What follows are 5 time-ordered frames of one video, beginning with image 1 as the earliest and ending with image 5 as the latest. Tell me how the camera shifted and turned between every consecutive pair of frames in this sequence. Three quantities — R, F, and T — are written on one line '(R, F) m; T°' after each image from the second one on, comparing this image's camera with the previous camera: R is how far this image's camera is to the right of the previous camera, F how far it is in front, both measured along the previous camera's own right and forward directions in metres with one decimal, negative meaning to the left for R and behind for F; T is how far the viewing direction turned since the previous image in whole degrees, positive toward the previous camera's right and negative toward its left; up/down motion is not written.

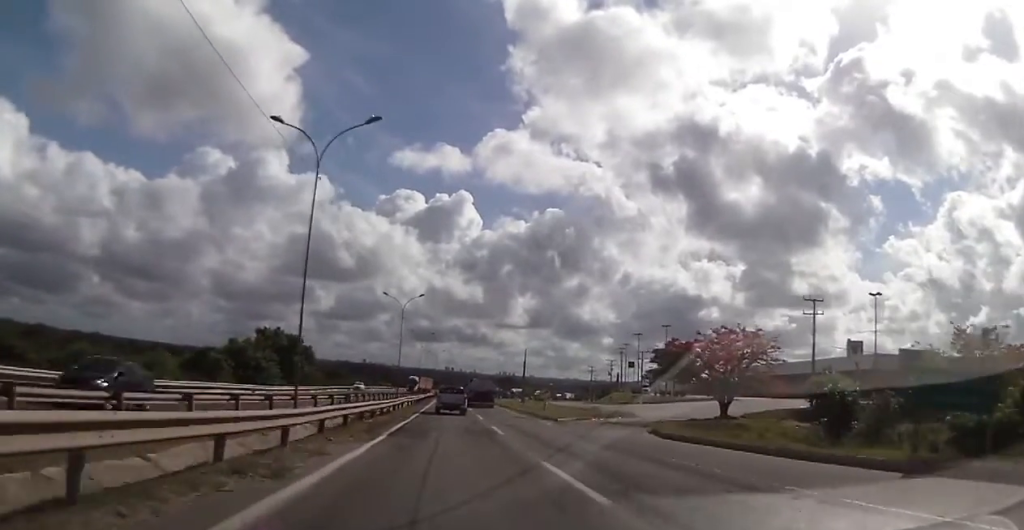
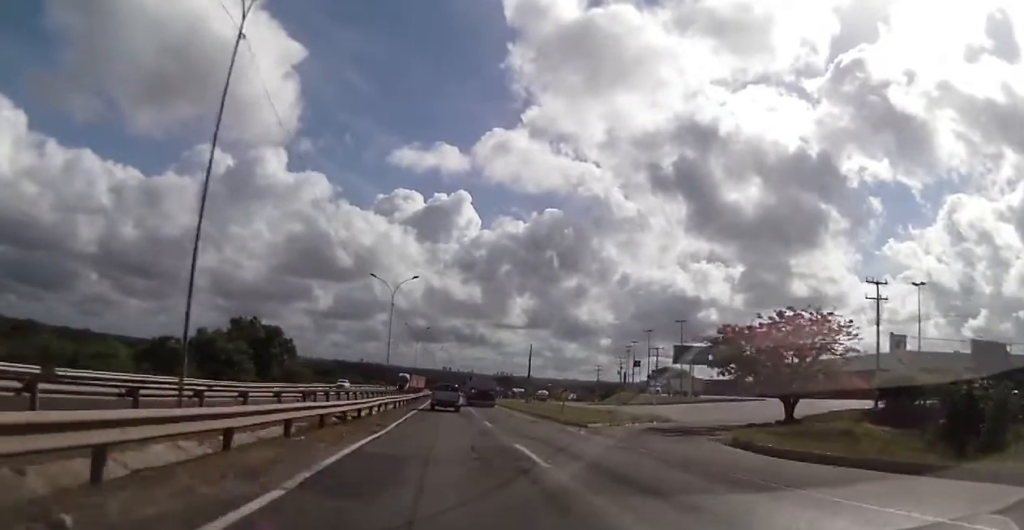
(+0.3, +11.5) m; 0°
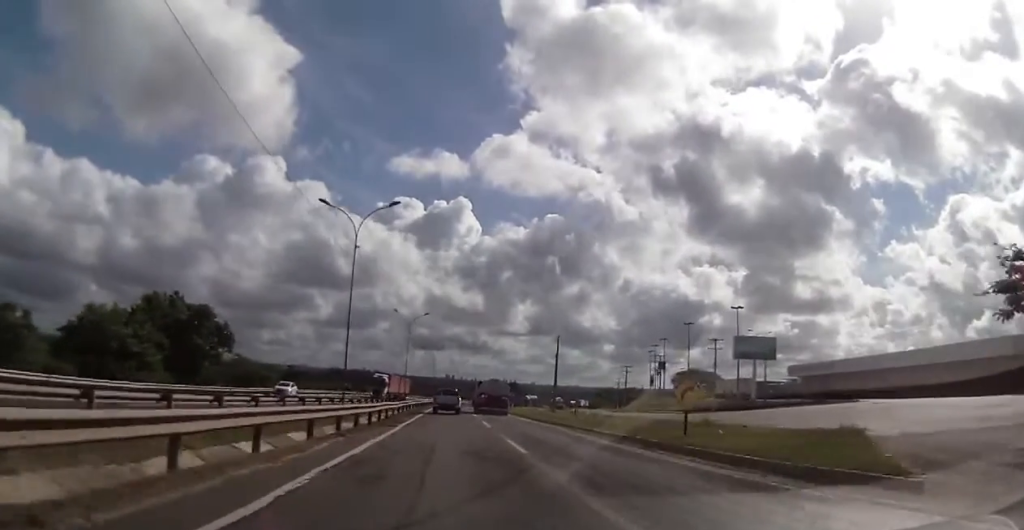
(-0.1, +27.1) m; 0°
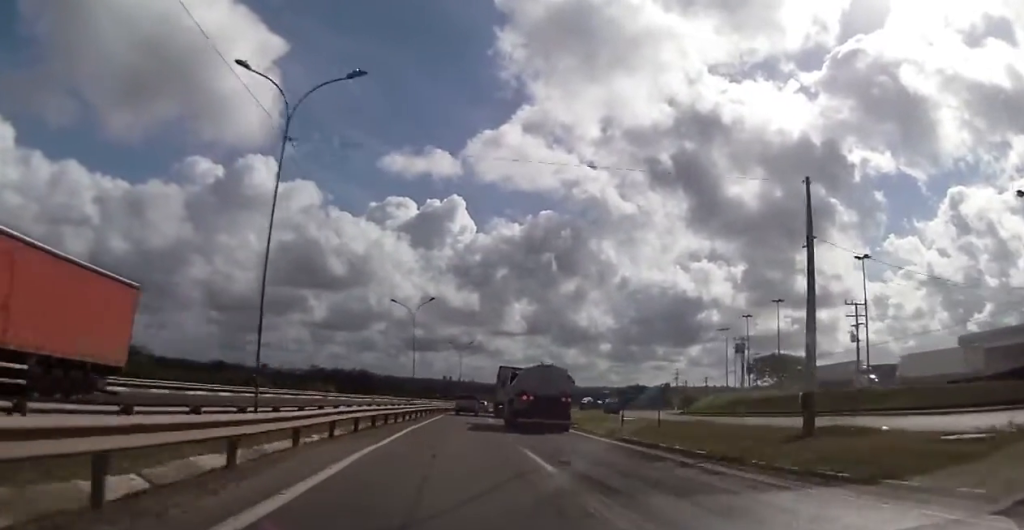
(-0.4, +66.8) m; +1°
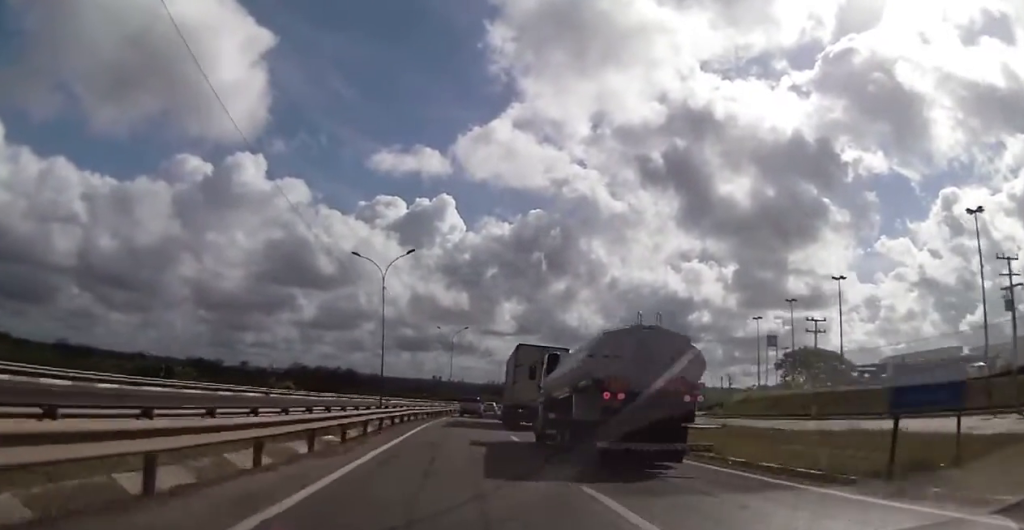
(0.0, +23.4) m; 0°
